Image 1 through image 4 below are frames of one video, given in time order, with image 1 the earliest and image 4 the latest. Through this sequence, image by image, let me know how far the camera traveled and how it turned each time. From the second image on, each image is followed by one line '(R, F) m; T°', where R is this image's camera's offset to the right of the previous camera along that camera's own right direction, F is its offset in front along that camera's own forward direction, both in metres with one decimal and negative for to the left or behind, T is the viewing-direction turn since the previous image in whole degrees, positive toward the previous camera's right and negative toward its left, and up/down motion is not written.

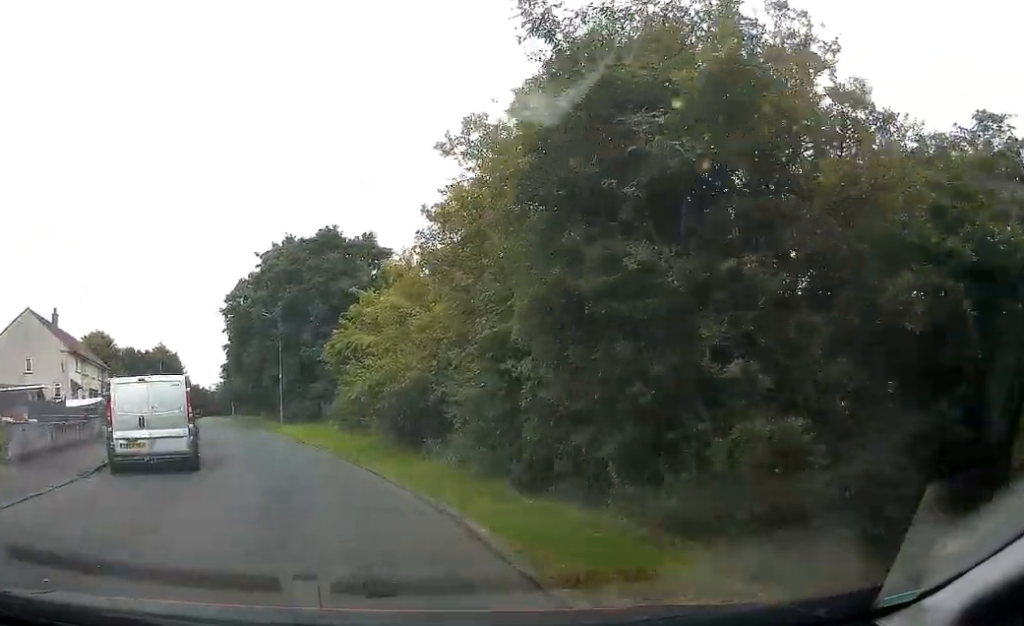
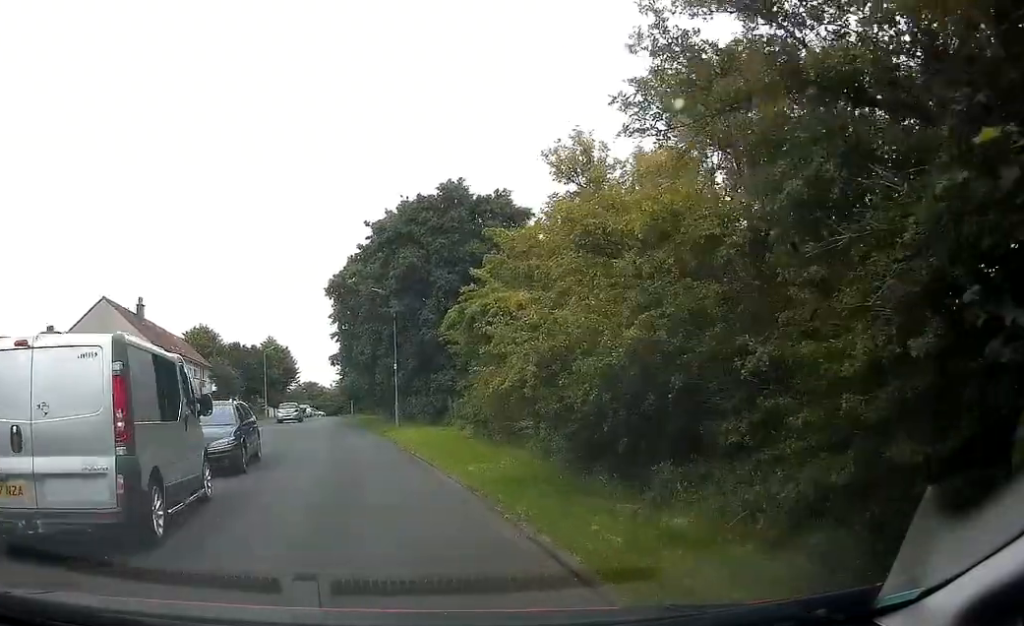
(-0.2, +7.3) m; -4°
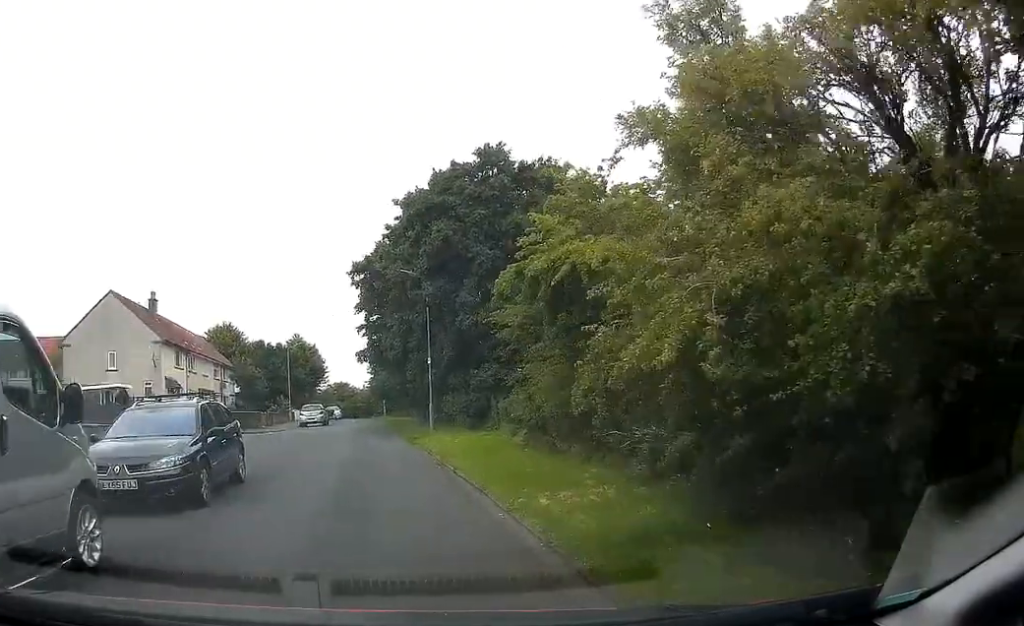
(-0.1, +4.1) m; -4°
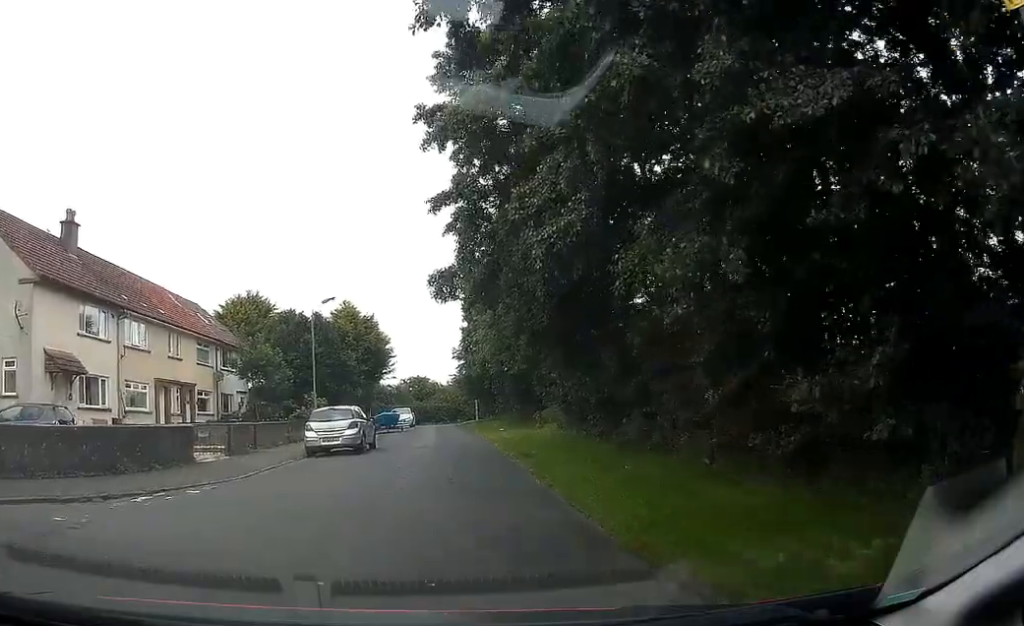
(-1.8, +23.7) m; -6°
